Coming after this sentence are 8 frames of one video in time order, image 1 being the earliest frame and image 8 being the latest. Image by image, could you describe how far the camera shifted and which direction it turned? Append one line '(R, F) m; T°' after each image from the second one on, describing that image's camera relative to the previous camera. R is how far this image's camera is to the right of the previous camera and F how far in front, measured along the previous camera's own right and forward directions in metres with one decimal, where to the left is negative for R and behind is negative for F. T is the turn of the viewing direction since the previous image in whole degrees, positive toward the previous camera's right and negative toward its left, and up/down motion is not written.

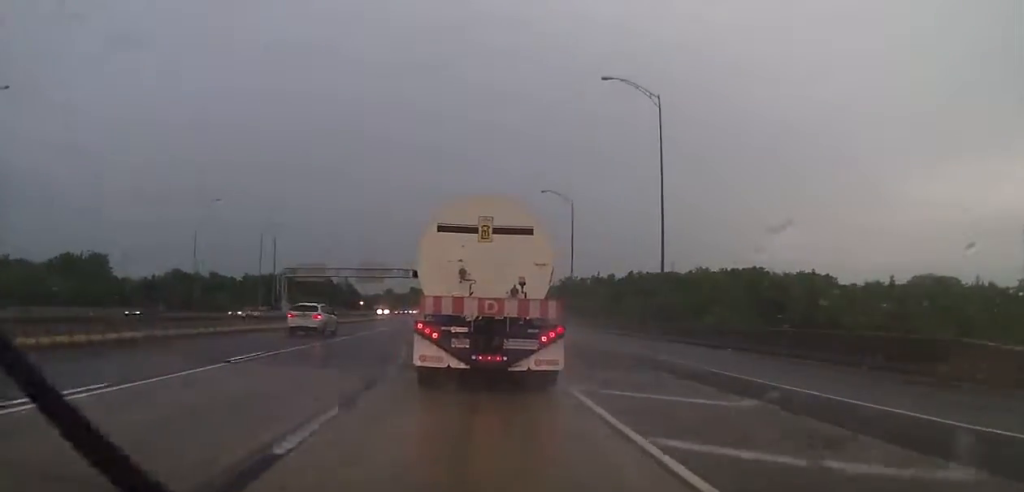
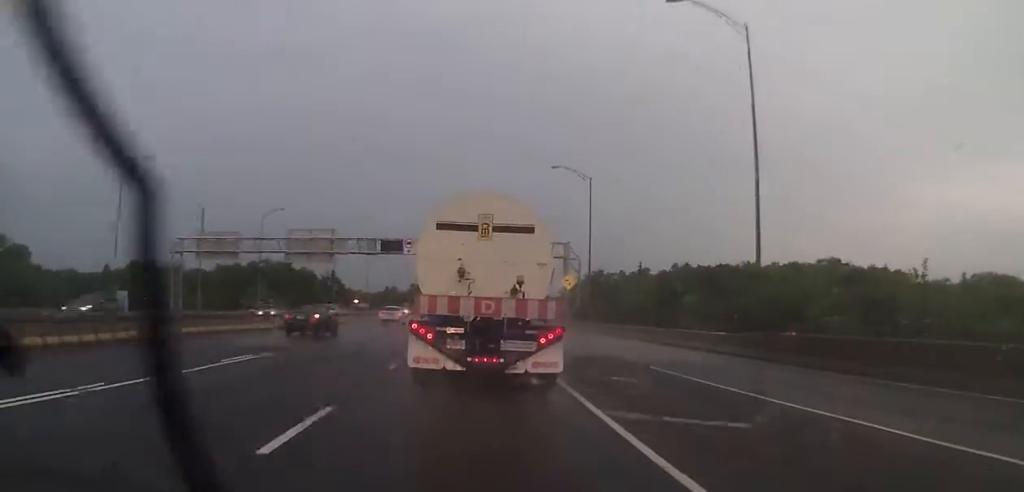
(-0.1, +54.0) m; -2°
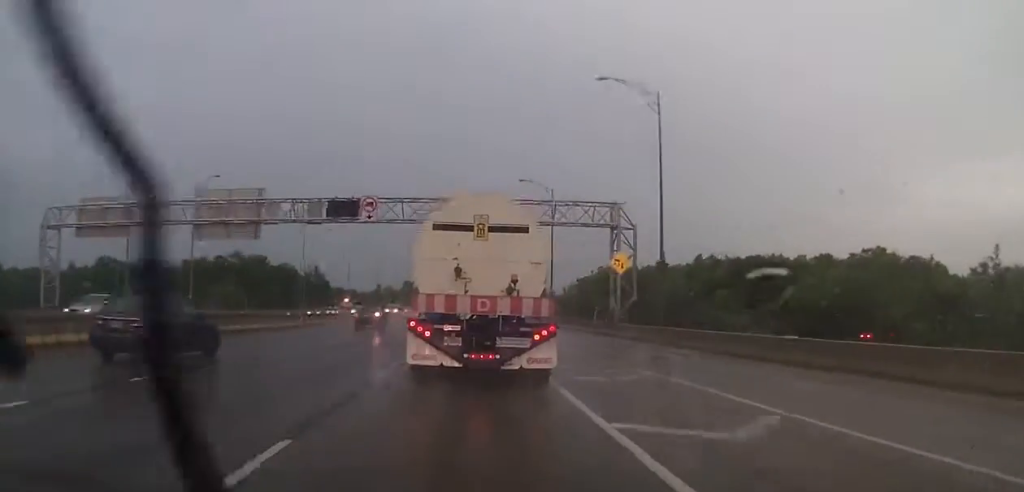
(-0.5, +27.4) m; +1°
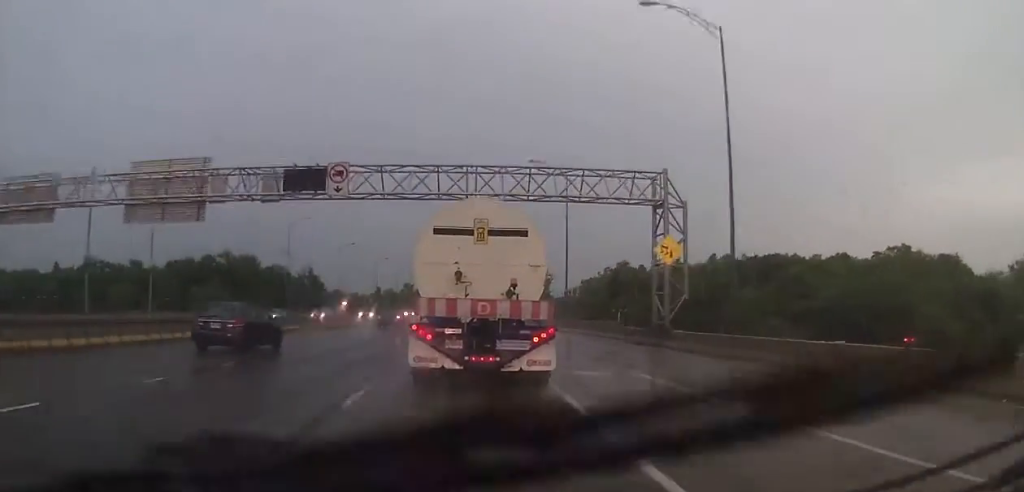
(+0.4, +11.8) m; +1°
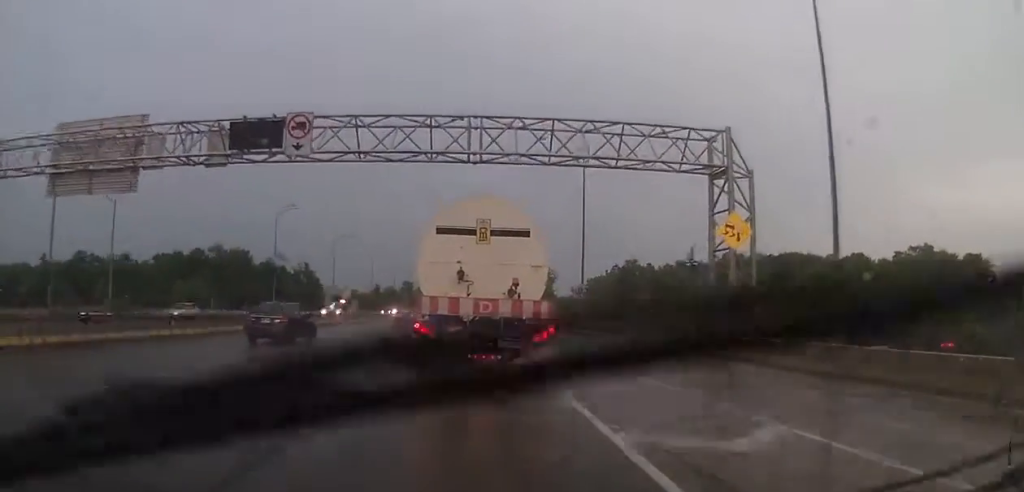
(-0.1, +9.3) m; -1°
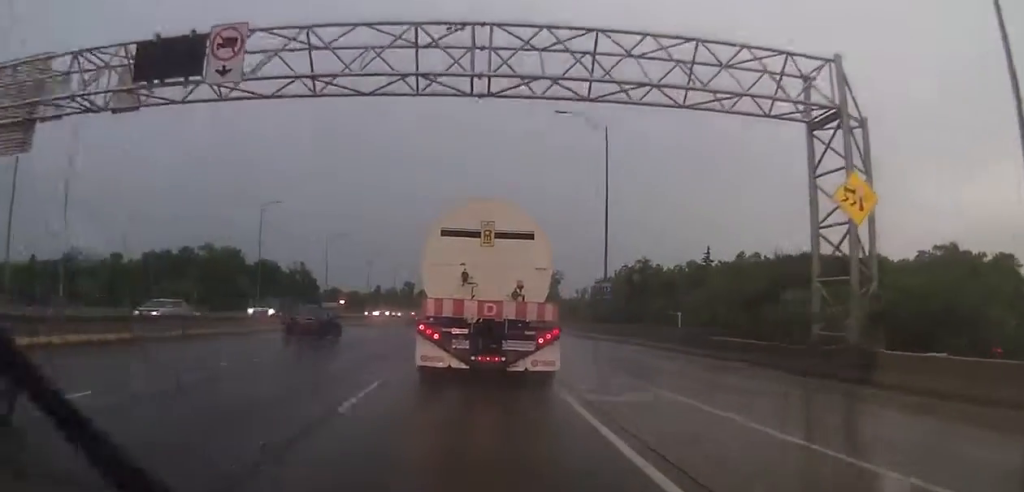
(0.0, +9.3) m; -1°
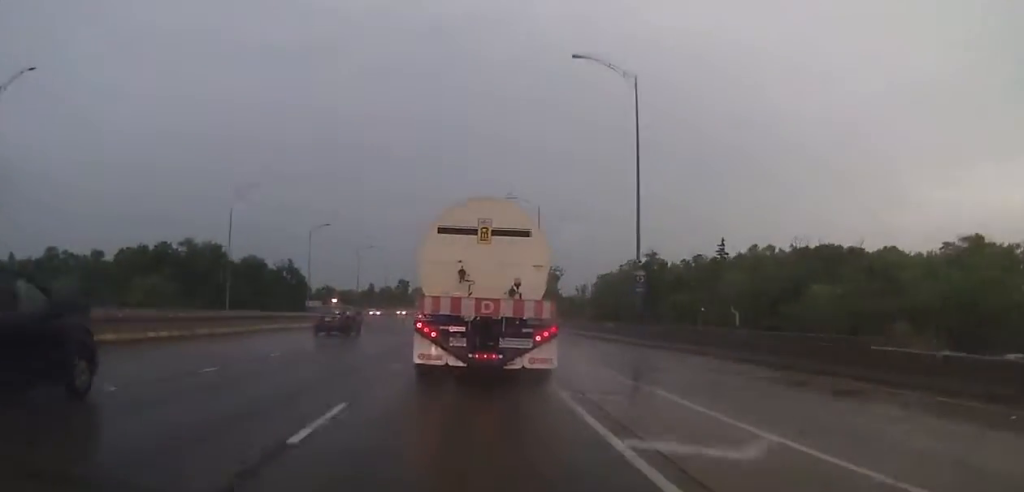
(-0.4, +11.2) m; +1°
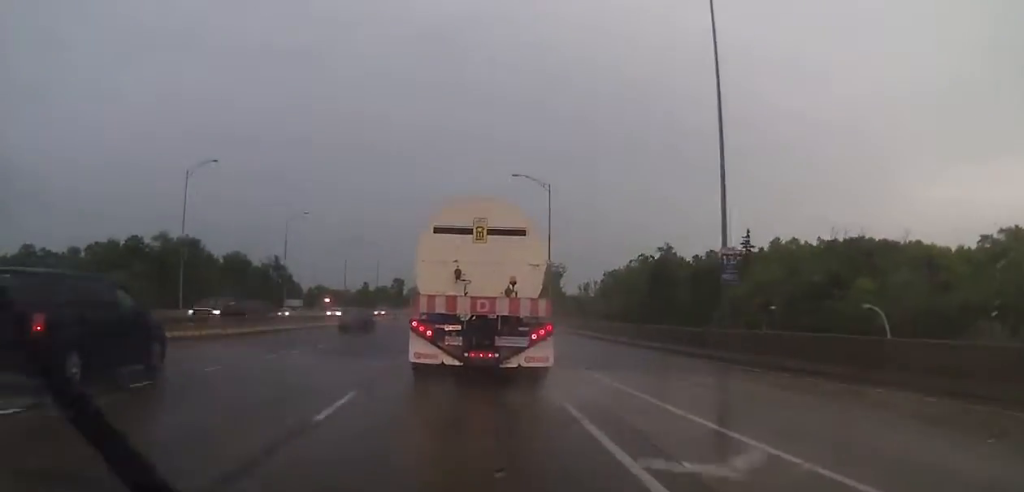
(+0.2, +14.4) m; +1°
